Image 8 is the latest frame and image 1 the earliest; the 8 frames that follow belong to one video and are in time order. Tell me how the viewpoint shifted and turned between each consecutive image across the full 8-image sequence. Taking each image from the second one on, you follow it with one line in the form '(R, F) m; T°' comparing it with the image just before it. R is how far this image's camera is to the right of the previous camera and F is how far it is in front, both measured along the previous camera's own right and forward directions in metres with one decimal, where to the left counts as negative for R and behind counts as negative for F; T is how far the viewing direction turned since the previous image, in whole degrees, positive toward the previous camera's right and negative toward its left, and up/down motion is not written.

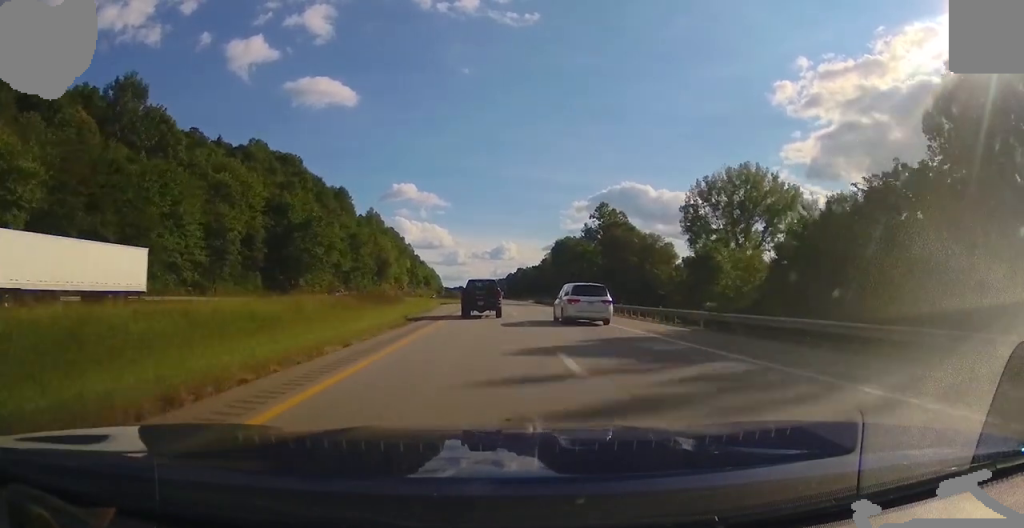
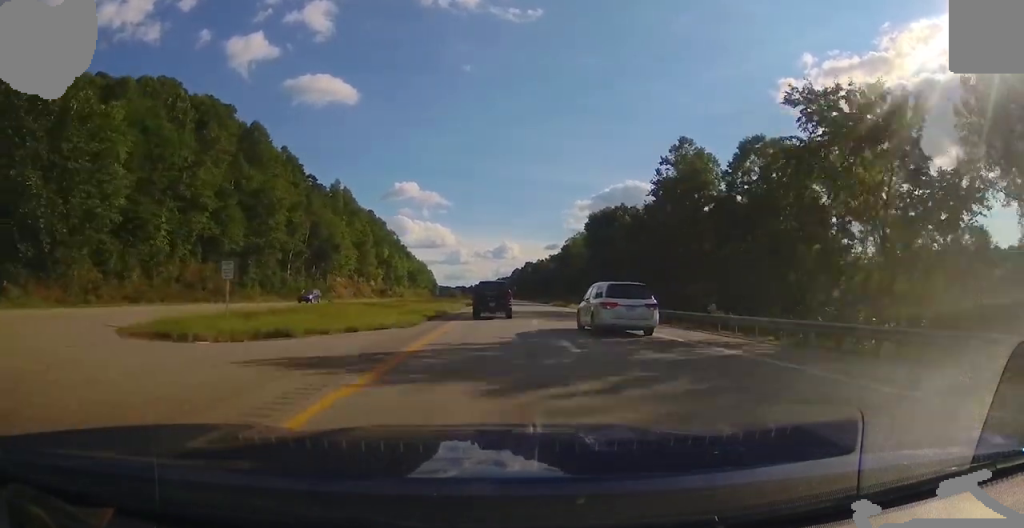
(-0.2, +70.7) m; +1°
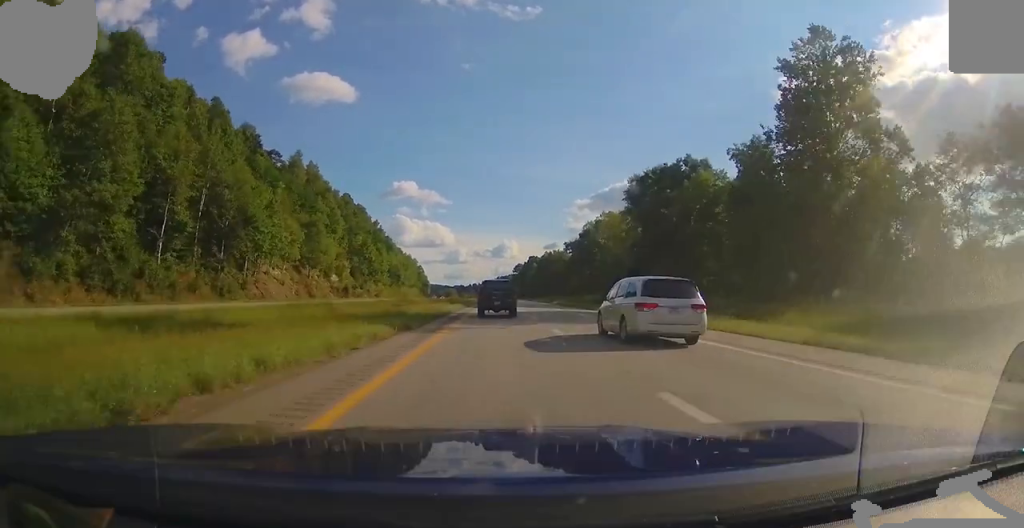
(+0.4, +45.5) m; +1°
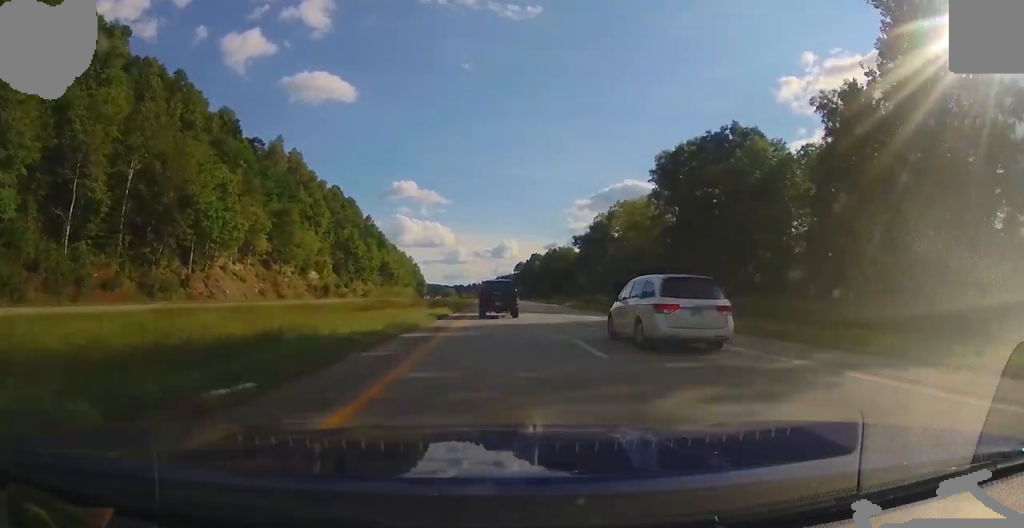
(0.0, +17.5) m; 0°
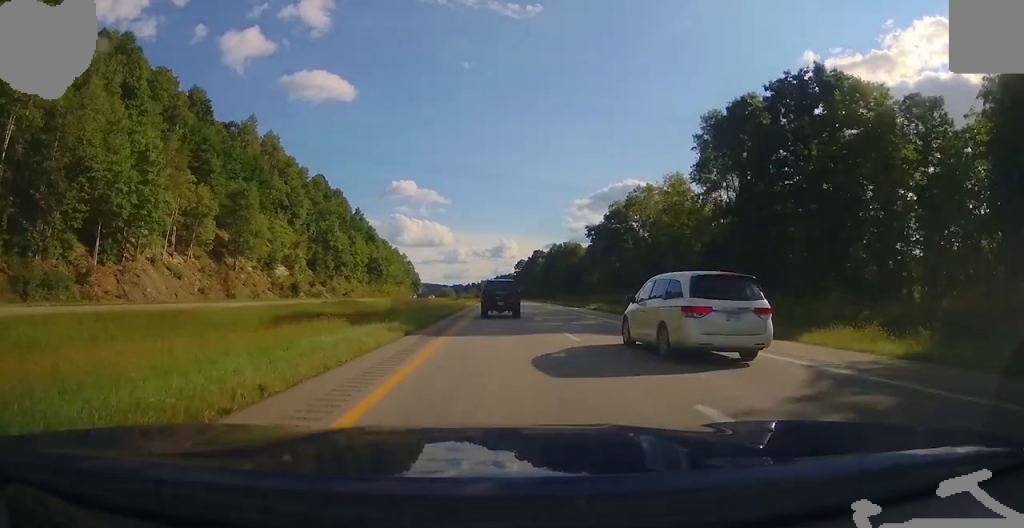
(0.0, +19.8) m; 0°
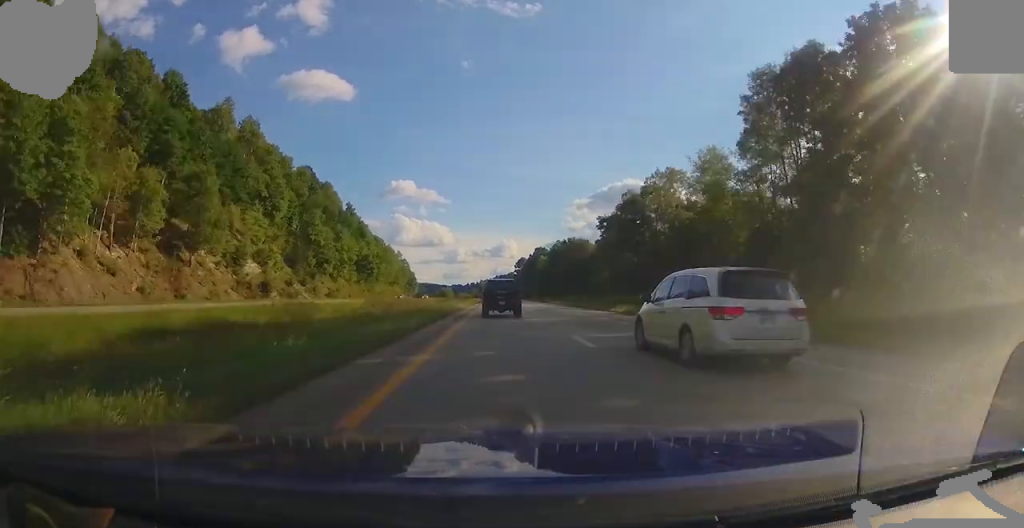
(0.0, +14.0) m; 0°
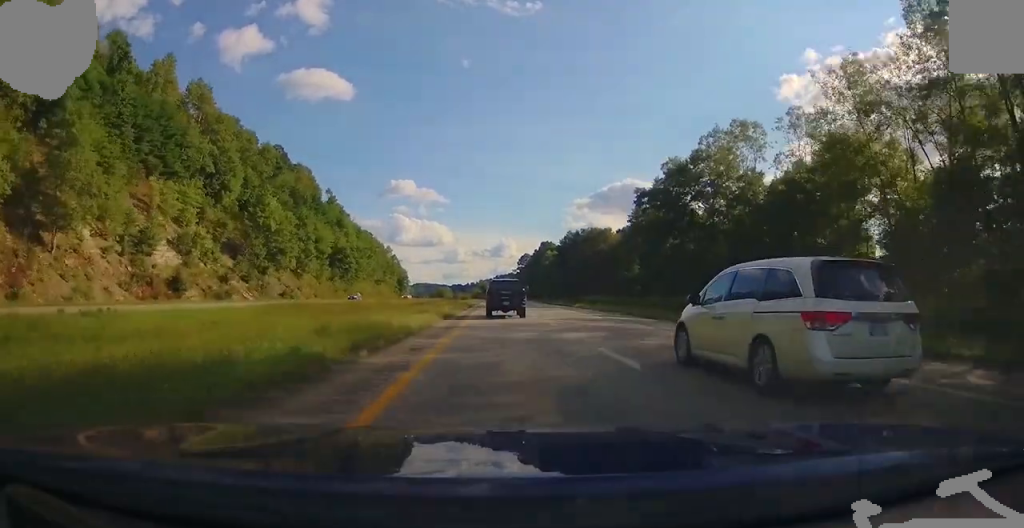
(0.0, +28.2) m; 0°
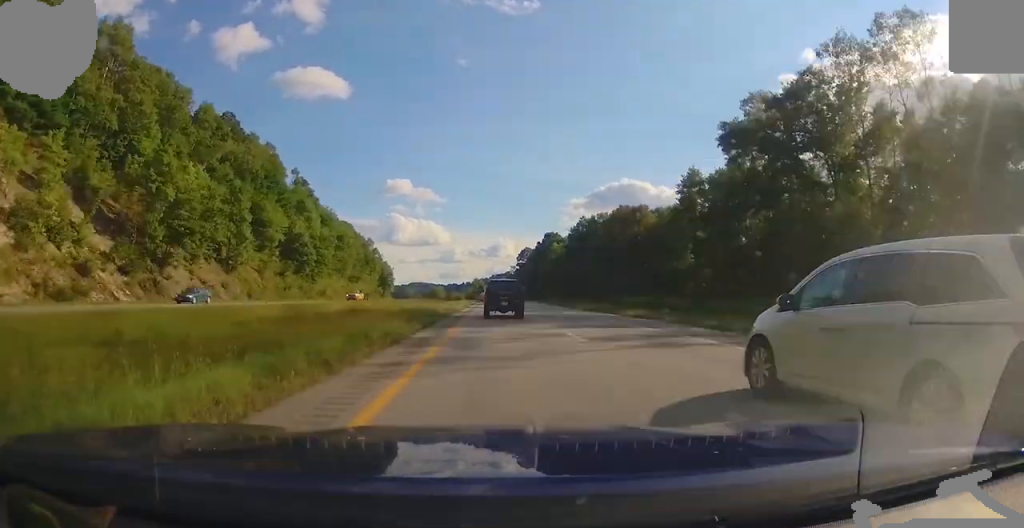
(-0.1, +31.7) m; 0°
